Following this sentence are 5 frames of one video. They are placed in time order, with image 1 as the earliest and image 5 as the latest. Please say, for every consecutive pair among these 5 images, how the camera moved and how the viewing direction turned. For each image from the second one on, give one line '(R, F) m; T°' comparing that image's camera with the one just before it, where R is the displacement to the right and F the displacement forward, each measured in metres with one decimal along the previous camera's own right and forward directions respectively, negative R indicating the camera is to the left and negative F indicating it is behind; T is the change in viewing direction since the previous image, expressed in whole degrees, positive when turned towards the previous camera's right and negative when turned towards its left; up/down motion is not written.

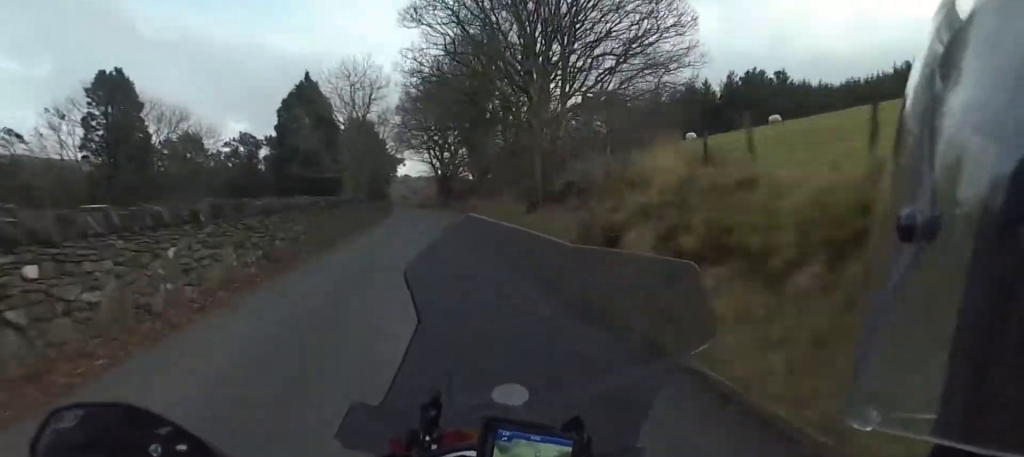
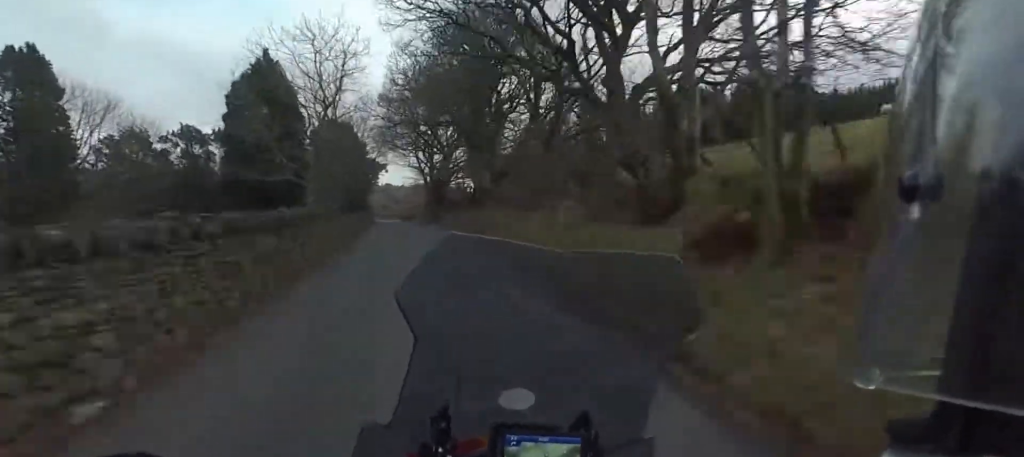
(-0.2, +10.3) m; +2°
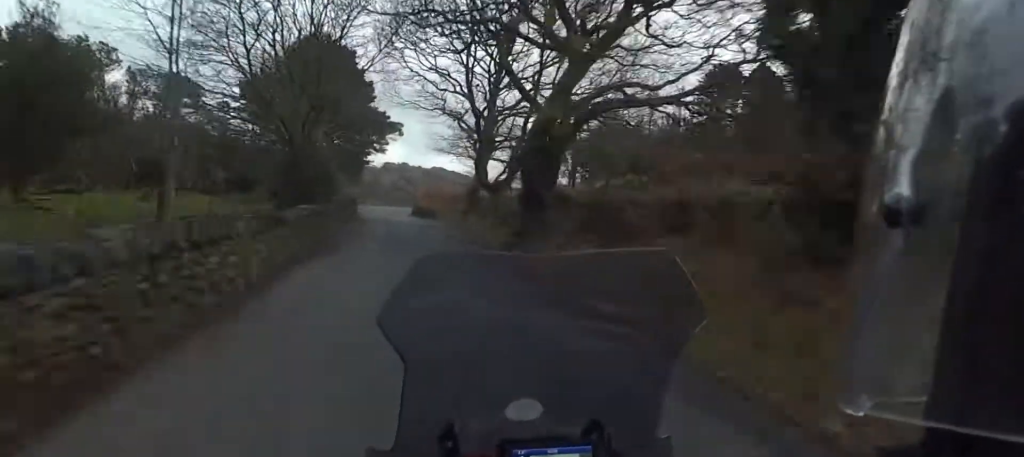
(+1.3, +34.9) m; 0°
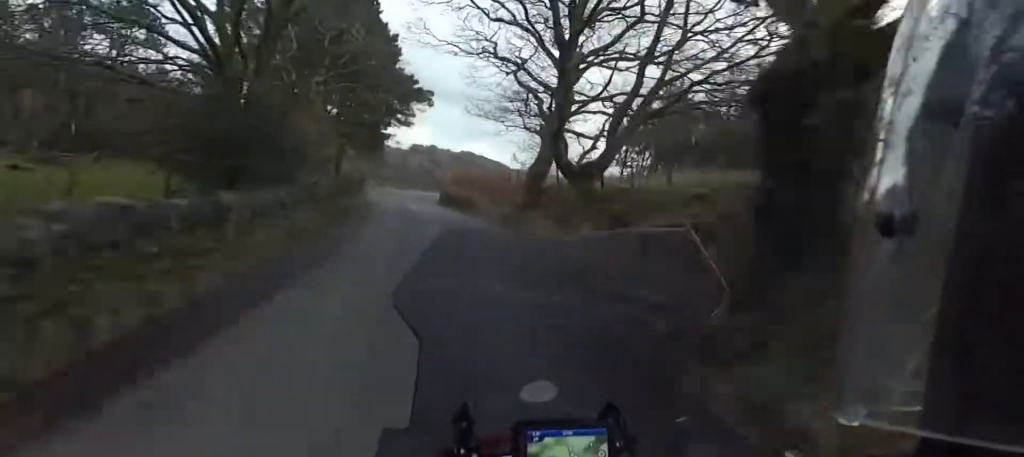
(-0.1, +11.5) m; -1°
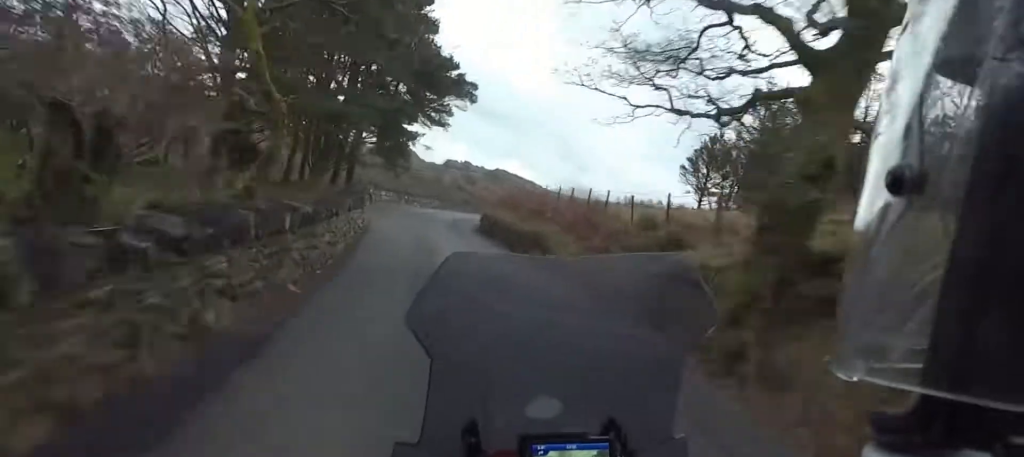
(-0.1, +14.4) m; 0°
